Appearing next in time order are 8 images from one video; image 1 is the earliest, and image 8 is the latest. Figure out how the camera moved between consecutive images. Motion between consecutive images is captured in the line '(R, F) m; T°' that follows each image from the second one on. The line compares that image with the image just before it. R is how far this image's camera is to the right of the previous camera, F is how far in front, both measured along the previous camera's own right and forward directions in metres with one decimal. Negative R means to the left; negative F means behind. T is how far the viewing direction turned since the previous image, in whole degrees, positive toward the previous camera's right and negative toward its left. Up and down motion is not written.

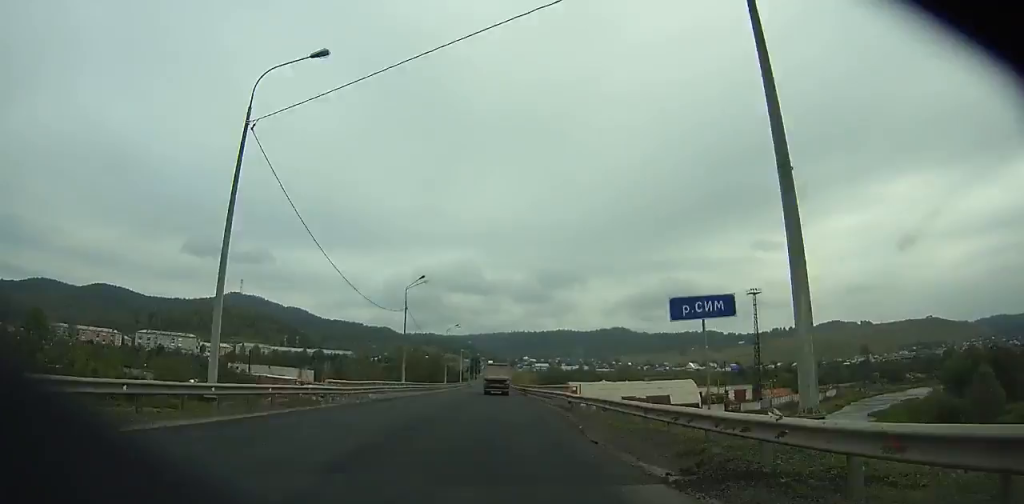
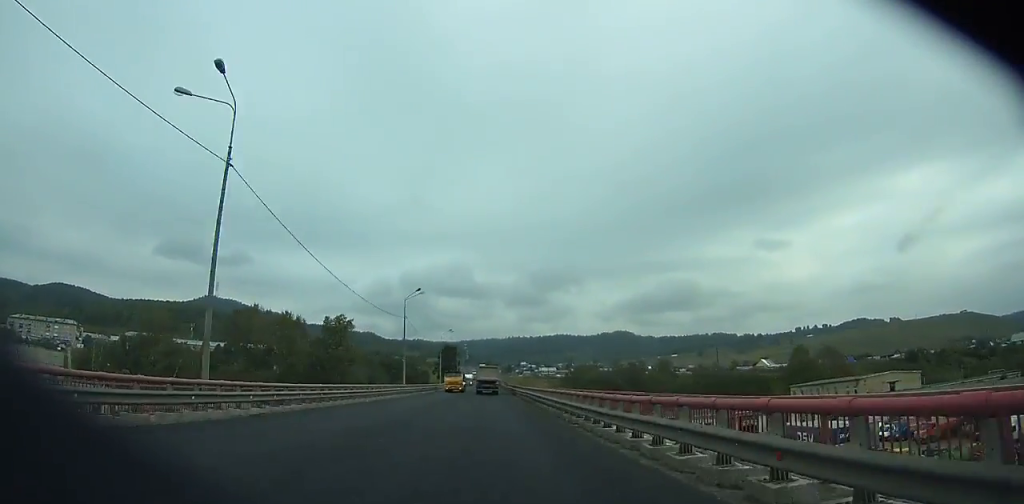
(+0.5, +184.6) m; 0°
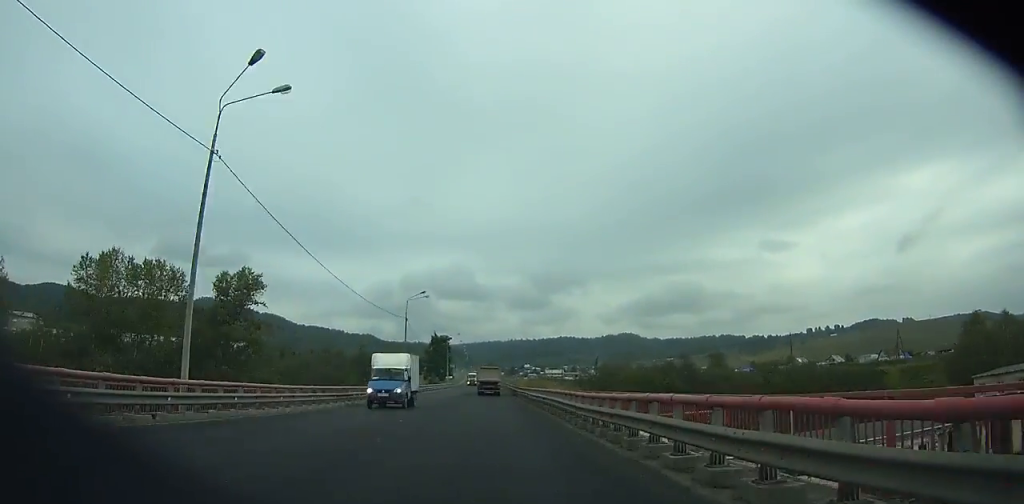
(0.0, +48.6) m; 0°
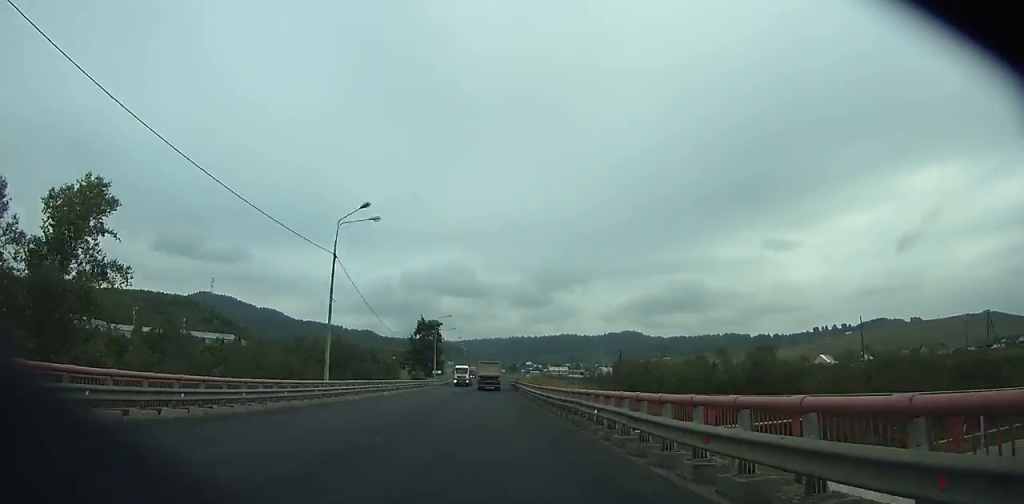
(0.0, +30.7) m; 0°
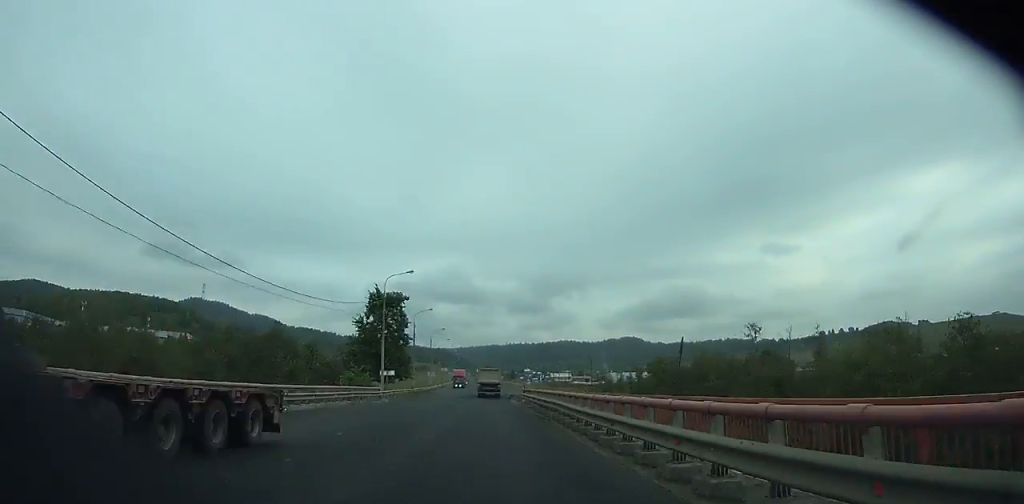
(0.0, +47.0) m; 0°
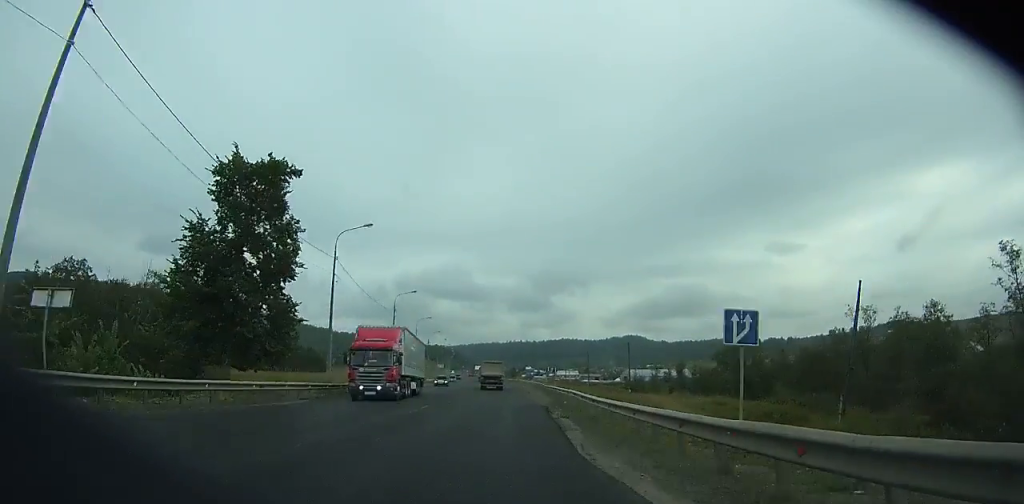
(0.0, +48.7) m; 0°
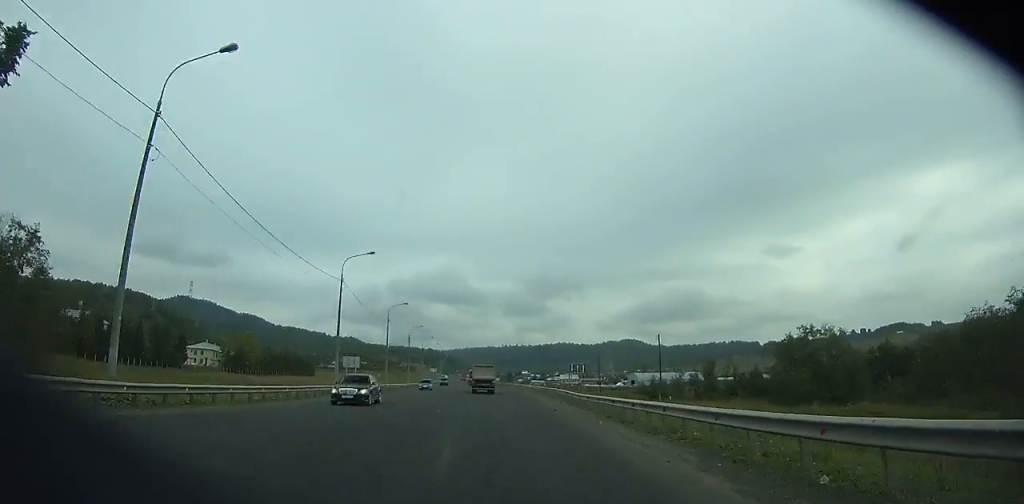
(0.0, +26.1) m; 0°
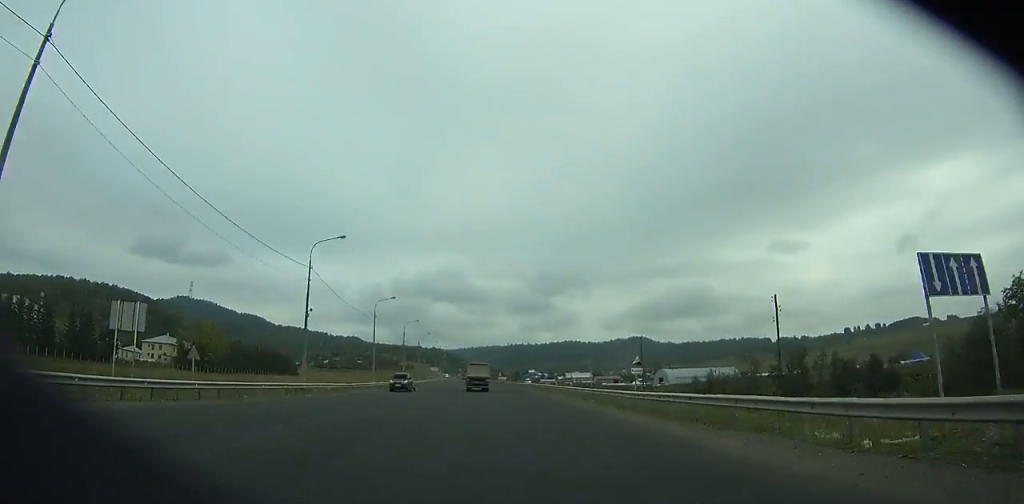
(-0.1, +39.7) m; 0°
